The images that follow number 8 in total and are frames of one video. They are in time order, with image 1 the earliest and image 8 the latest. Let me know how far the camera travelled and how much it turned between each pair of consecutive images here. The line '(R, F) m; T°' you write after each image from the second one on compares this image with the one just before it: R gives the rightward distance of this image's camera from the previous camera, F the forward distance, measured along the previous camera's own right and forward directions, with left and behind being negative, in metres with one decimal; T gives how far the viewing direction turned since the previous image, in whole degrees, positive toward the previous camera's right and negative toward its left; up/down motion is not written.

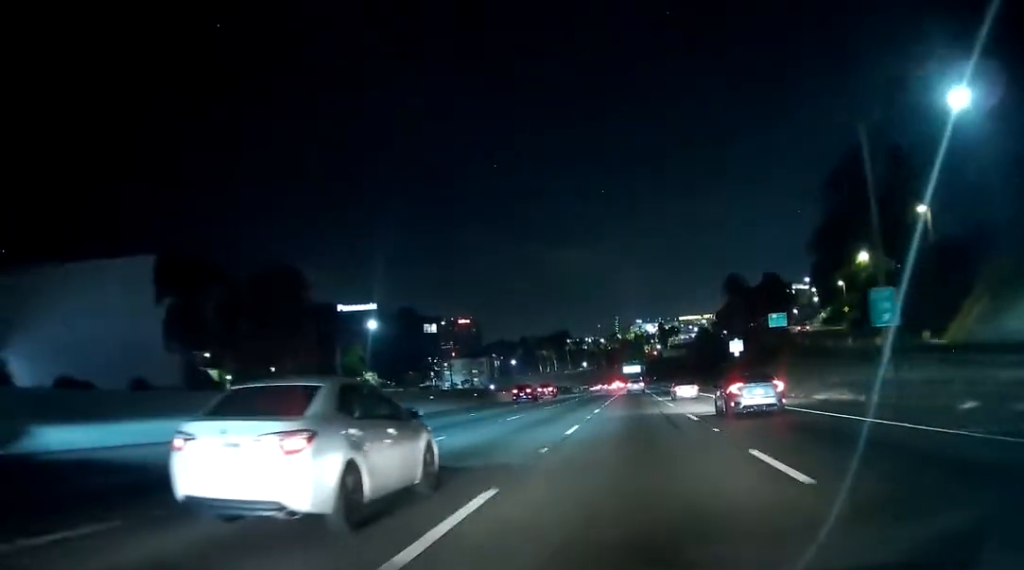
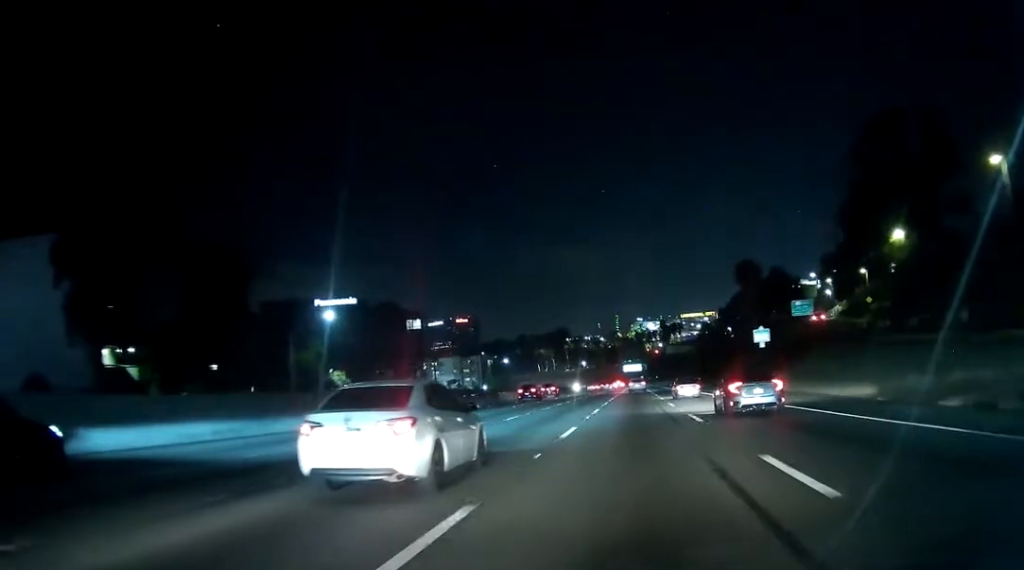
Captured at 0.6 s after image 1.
(-0.1, +15.3) m; 0°
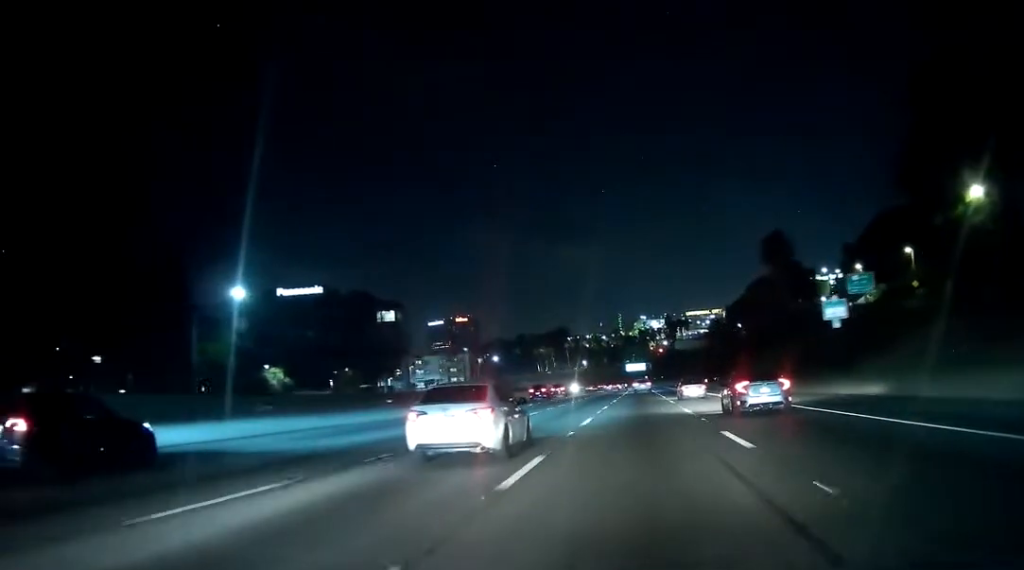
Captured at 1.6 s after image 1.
(-0.2, +23.3) m; 0°
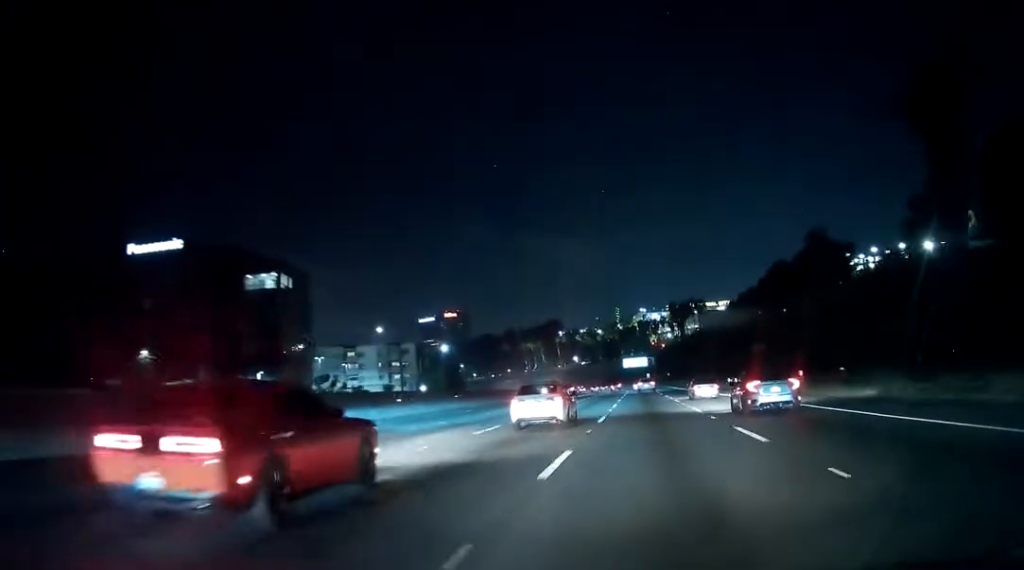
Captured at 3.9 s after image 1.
(0.0, +57.3) m; 0°
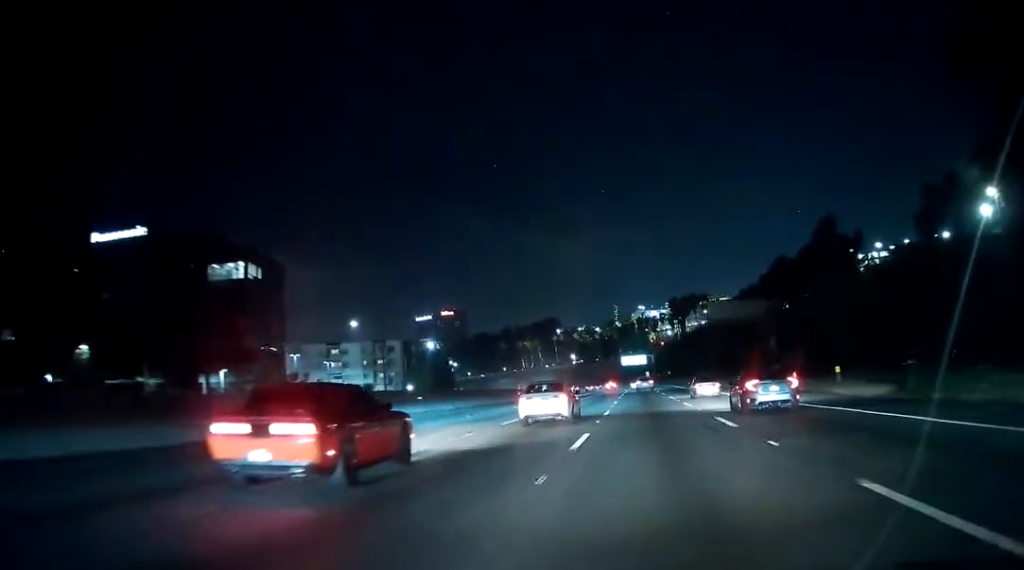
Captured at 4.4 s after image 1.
(+0.1, +10.8) m; 0°
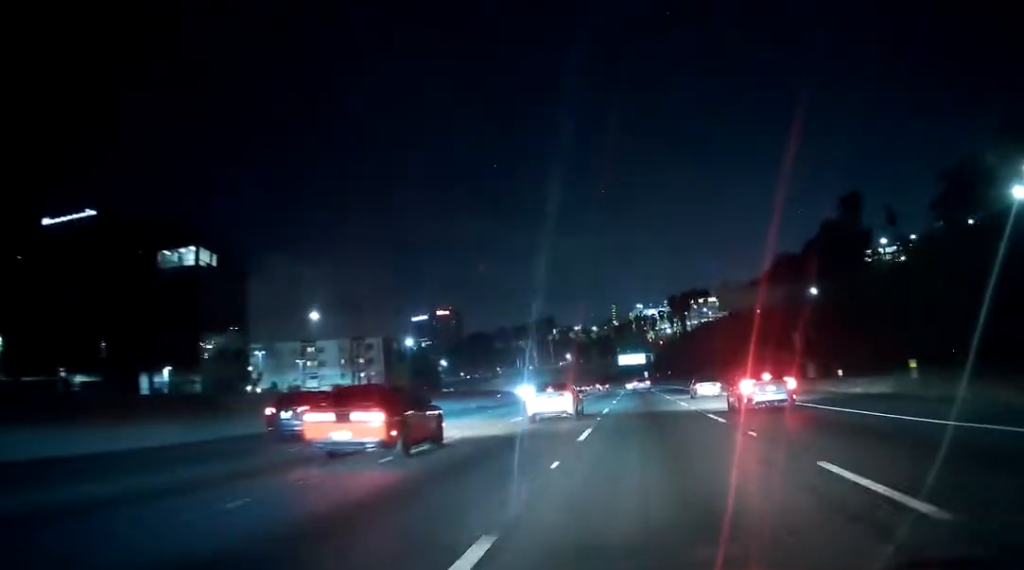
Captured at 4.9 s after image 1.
(-0.2, +12.4) m; 0°
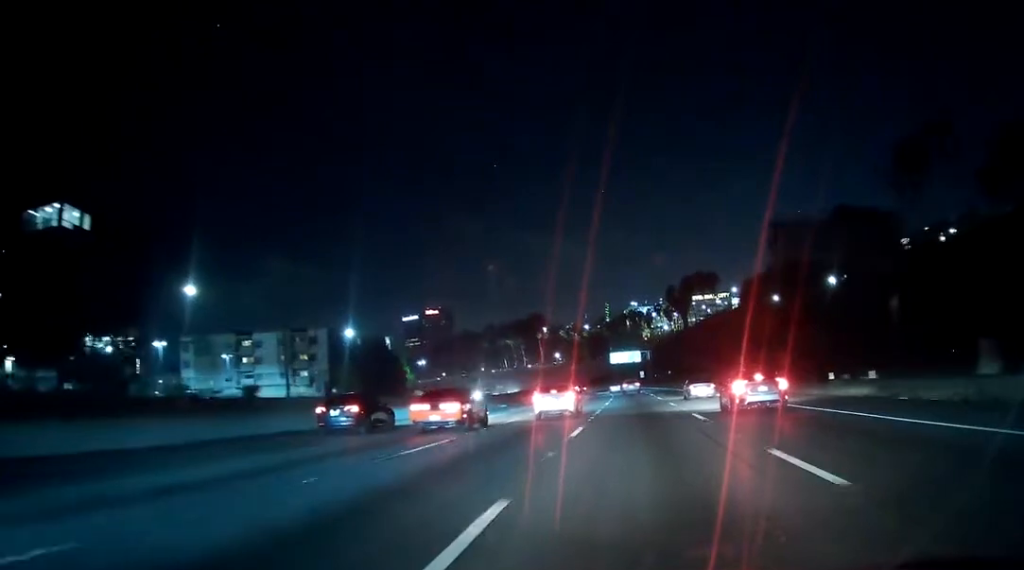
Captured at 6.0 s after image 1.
(+0.3, +27.3) m; +1°
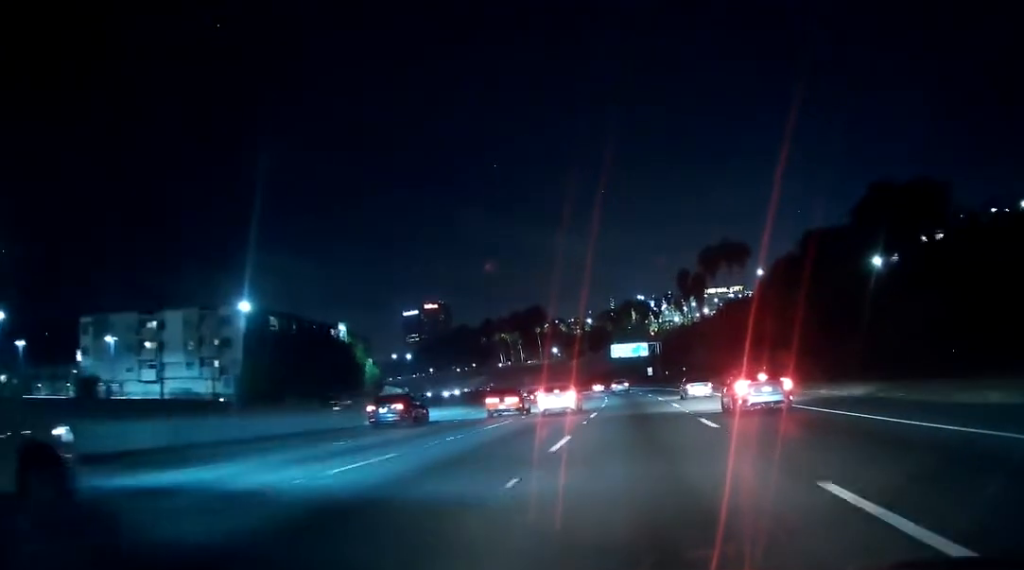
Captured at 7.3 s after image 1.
(-0.2, +33.1) m; -1°
